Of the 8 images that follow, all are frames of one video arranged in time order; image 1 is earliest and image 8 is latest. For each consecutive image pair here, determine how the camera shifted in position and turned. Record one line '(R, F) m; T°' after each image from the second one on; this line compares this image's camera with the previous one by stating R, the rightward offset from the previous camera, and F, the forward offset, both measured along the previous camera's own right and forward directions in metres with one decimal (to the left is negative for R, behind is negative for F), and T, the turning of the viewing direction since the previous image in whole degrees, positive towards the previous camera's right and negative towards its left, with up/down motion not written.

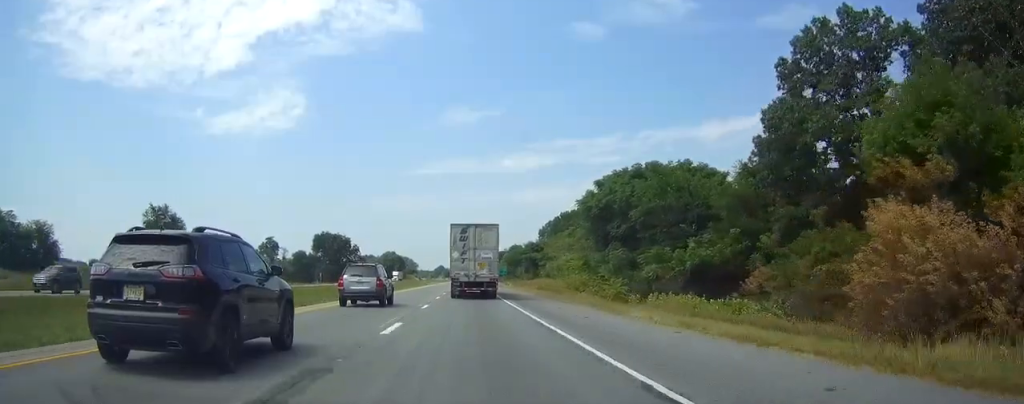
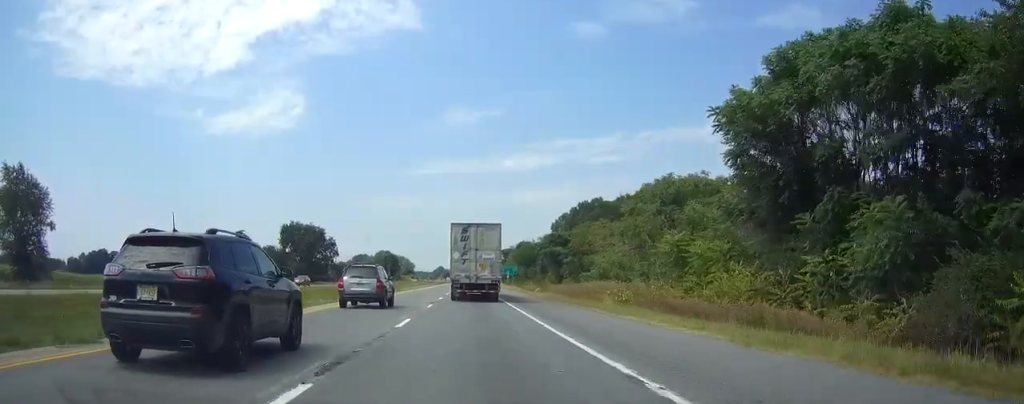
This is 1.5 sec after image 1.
(0.0, +45.6) m; 0°
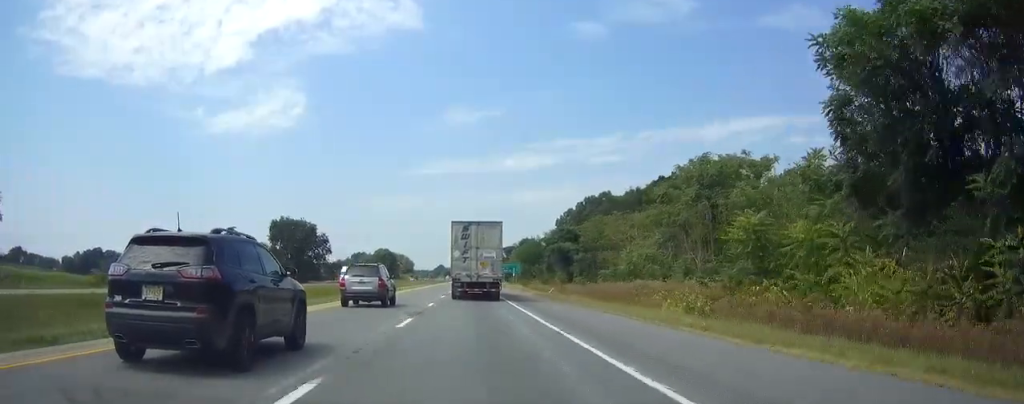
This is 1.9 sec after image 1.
(0.0, +12.1) m; 0°
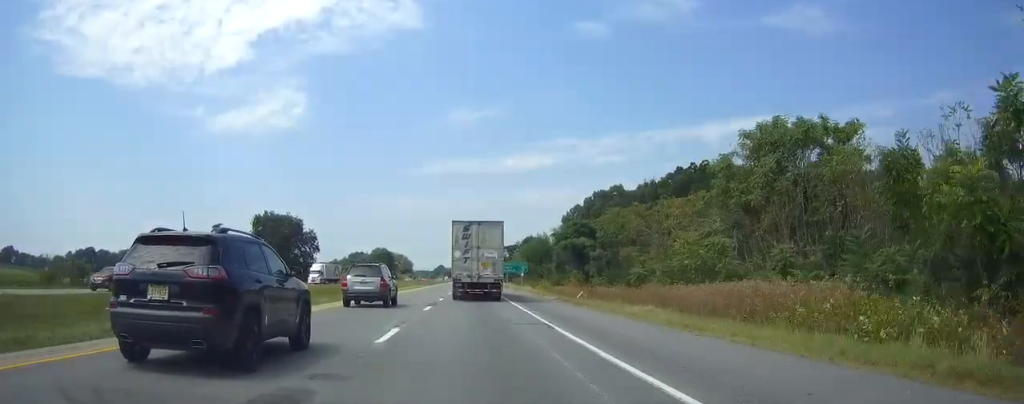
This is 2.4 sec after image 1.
(0.0, +16.2) m; 0°
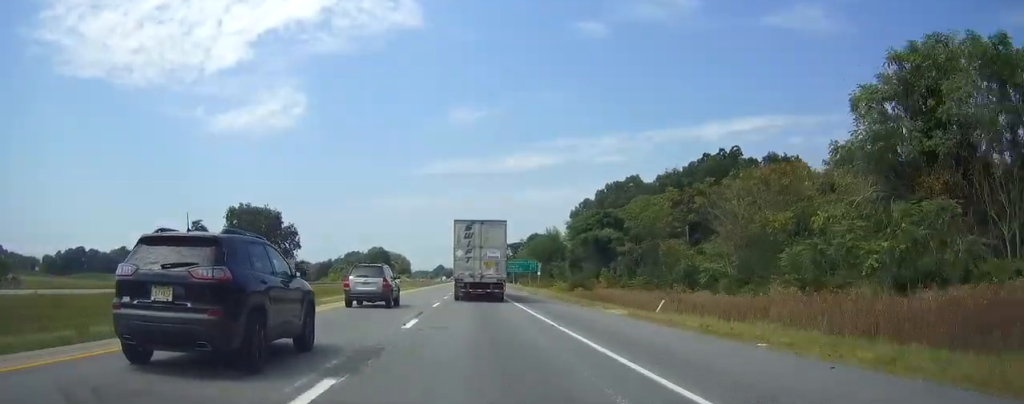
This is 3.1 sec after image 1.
(0.0, +20.3) m; 0°
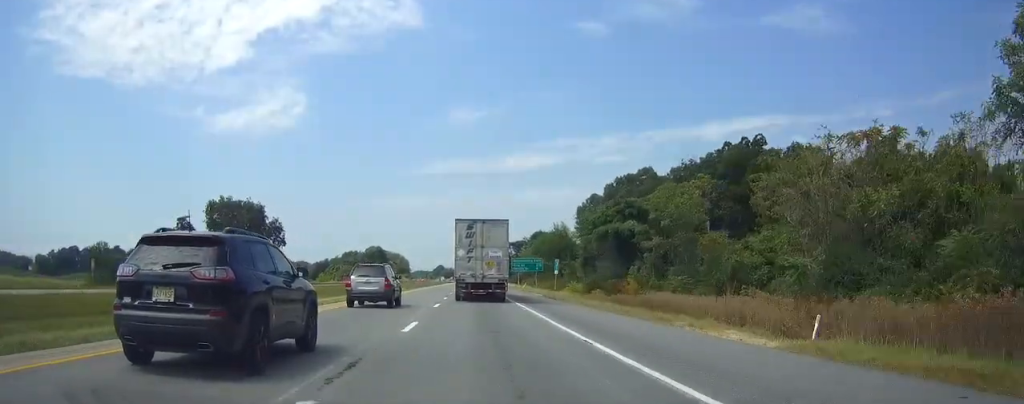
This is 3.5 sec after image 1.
(0.0, +13.2) m; 0°
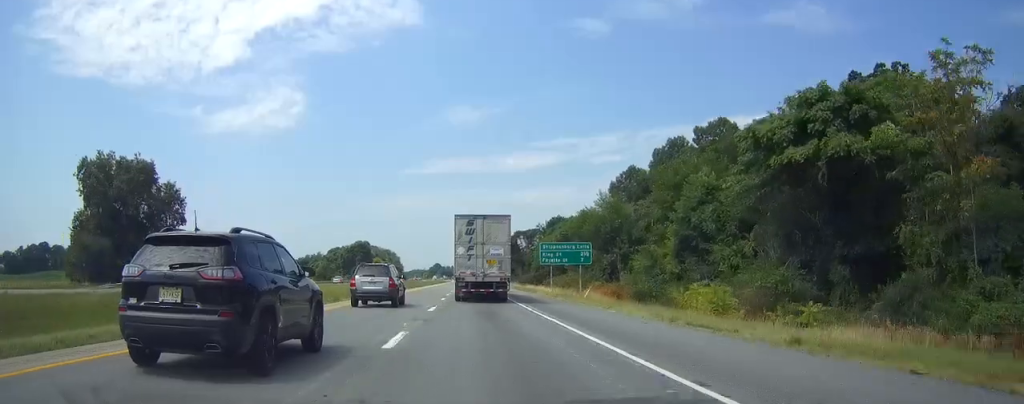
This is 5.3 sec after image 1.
(-0.1, +52.6) m; 0°
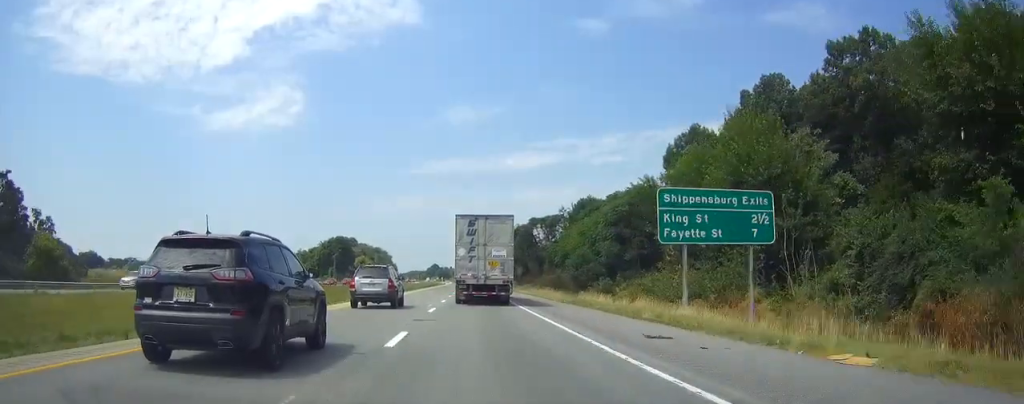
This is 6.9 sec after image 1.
(0.0, +48.4) m; 0°
